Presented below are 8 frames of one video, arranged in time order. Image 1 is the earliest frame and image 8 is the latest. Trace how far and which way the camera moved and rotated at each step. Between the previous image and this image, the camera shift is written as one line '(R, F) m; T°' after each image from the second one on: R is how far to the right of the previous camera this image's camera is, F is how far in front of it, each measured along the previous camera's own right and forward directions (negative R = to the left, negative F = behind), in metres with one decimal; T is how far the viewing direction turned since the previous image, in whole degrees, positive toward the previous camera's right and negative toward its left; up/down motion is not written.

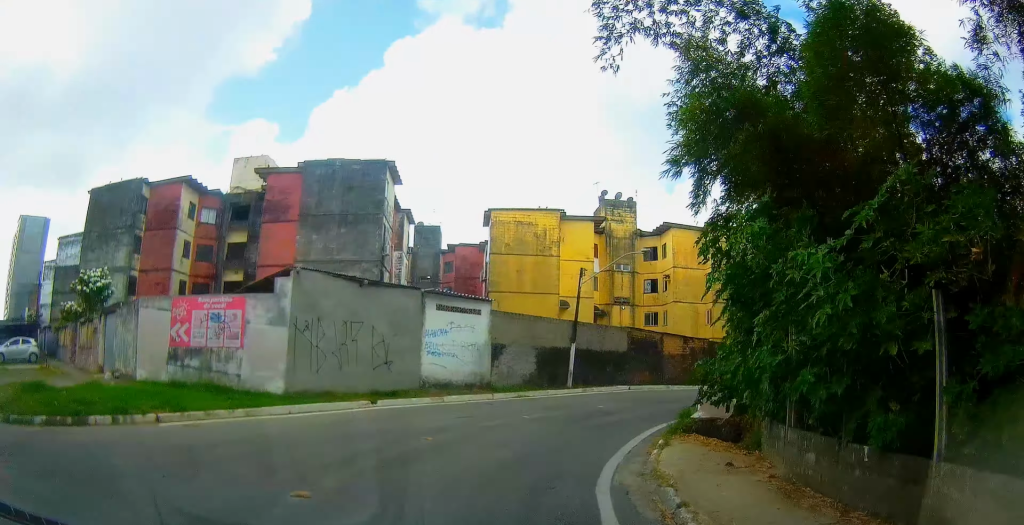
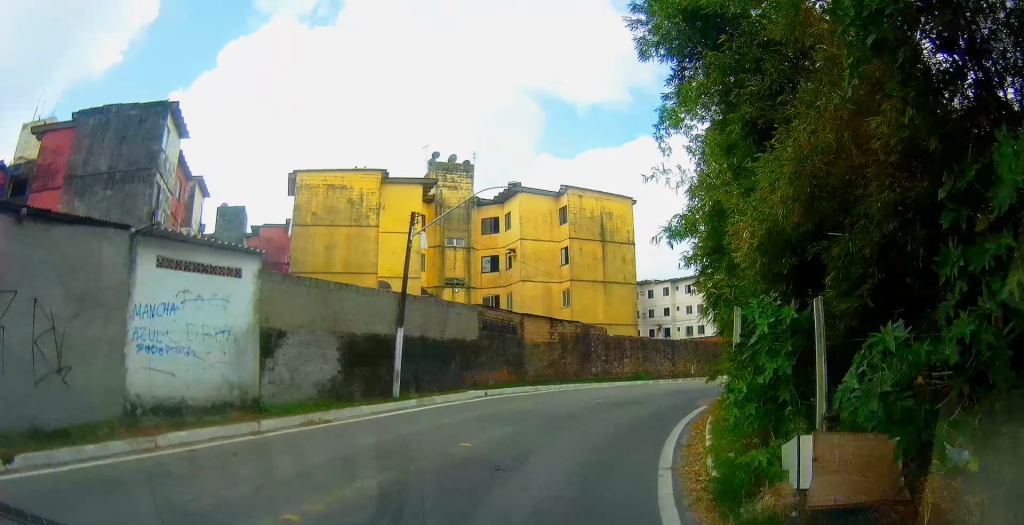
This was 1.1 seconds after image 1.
(+1.3, +10.5) m; +10°
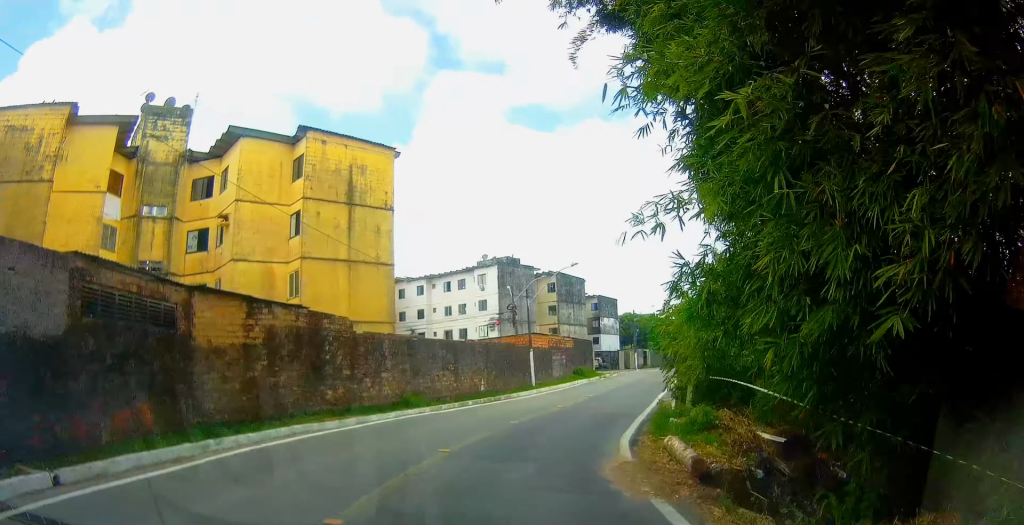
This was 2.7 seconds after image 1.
(+1.5, +12.8) m; +18°
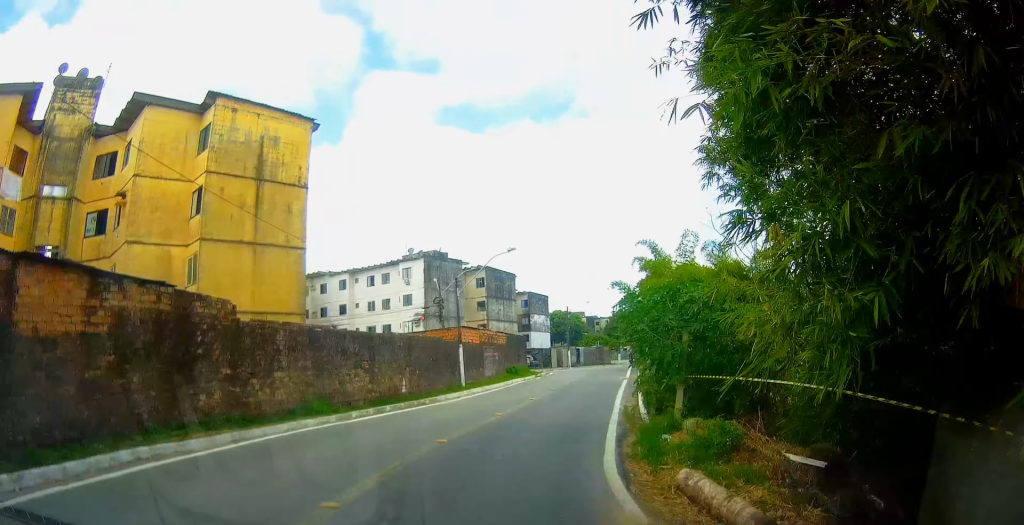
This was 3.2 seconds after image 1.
(+0.1, +4.0) m; +8°
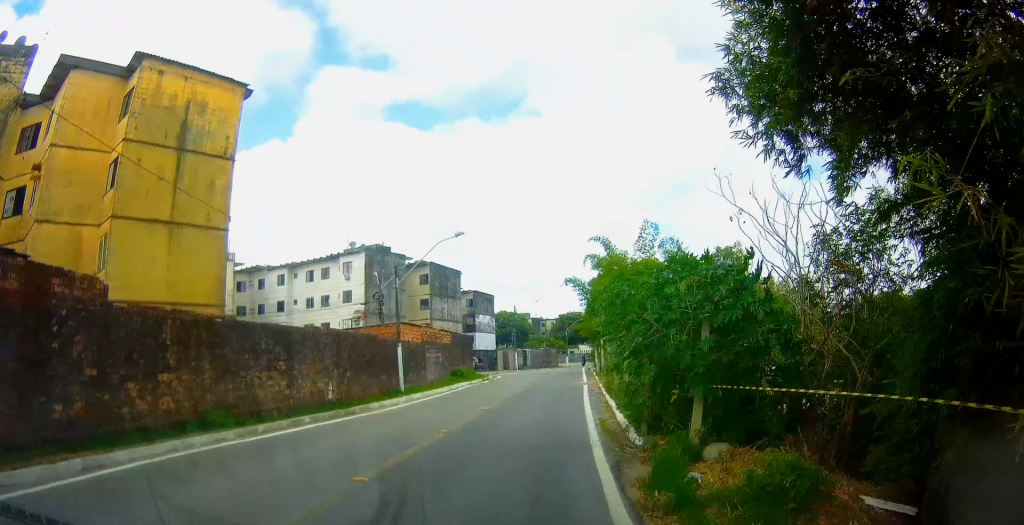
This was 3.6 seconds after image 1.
(+0.4, +3.1) m; -2°
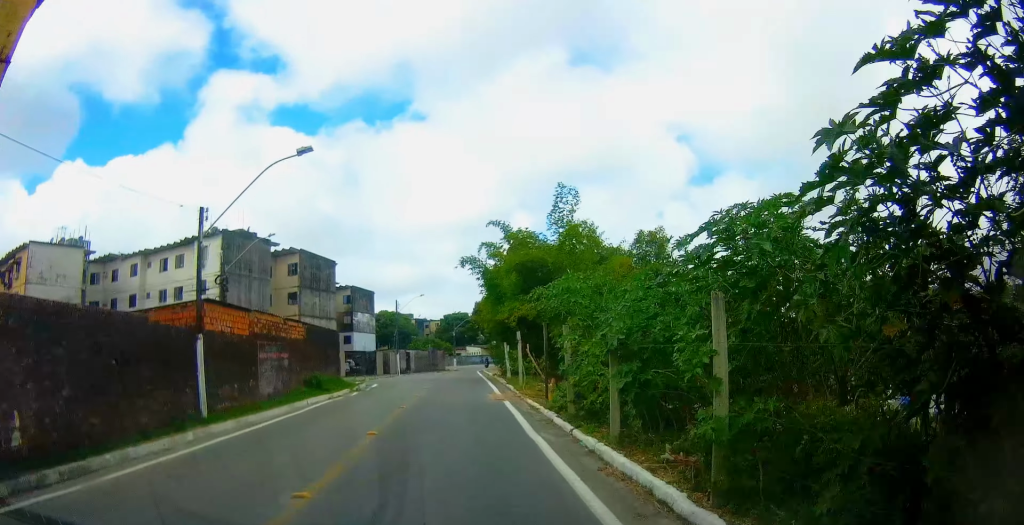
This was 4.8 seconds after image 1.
(-0.5, +8.8) m; -1°
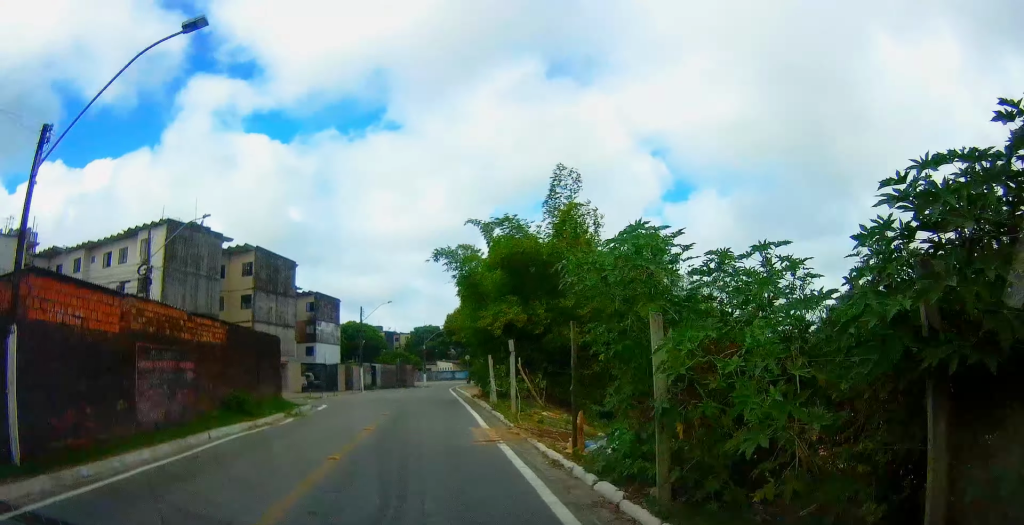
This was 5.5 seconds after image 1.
(+0.1, +5.3) m; +9°
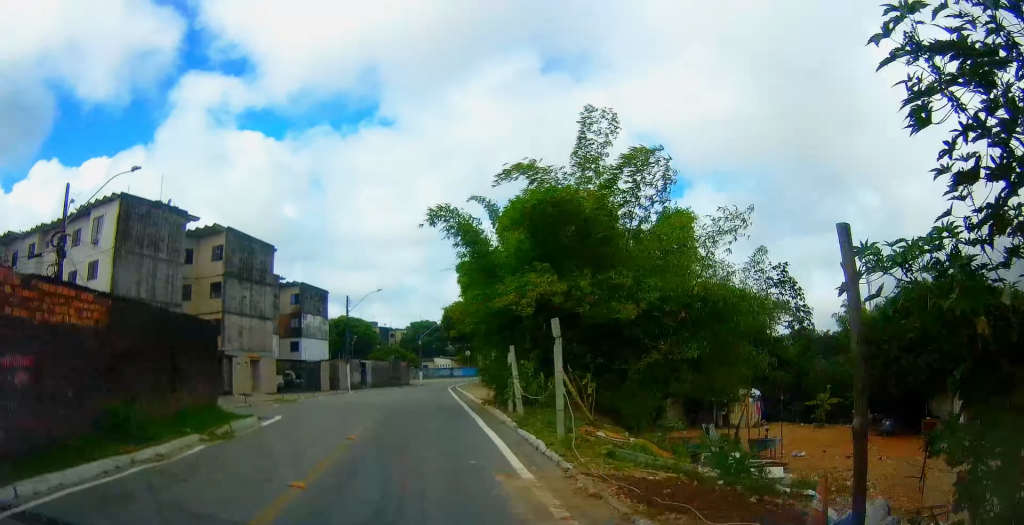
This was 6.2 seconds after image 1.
(+0.6, +5.6) m; +16°
